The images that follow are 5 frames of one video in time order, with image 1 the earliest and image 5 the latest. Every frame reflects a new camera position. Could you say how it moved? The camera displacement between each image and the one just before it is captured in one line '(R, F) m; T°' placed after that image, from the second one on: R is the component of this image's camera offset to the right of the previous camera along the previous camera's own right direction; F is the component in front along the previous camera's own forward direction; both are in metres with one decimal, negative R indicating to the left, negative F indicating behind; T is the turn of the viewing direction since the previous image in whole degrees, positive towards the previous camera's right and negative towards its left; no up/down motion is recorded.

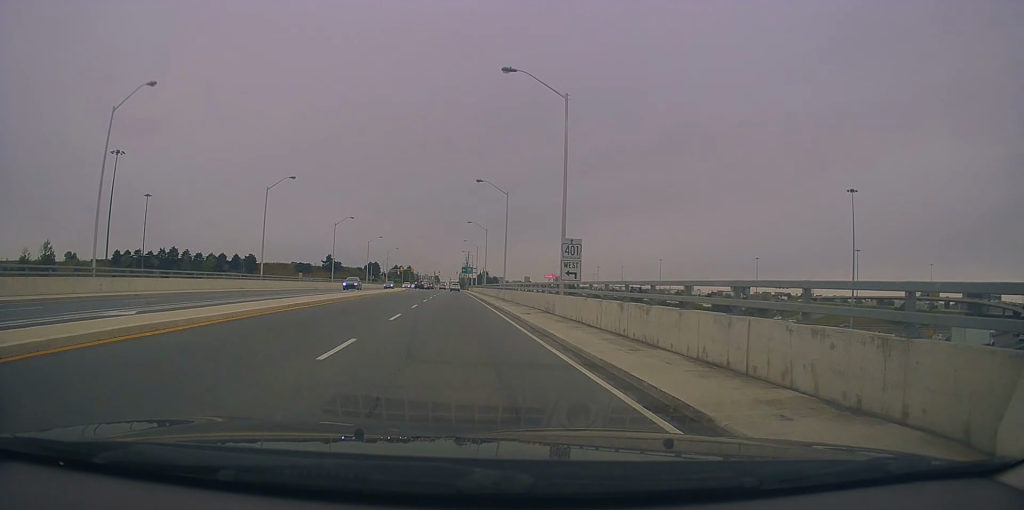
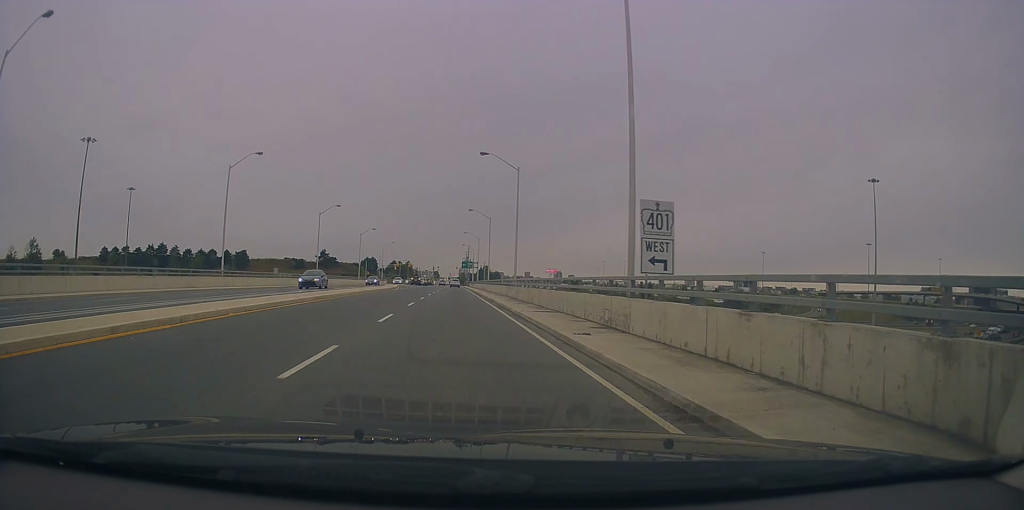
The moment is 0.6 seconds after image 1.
(-0.1, +10.6) m; -1°
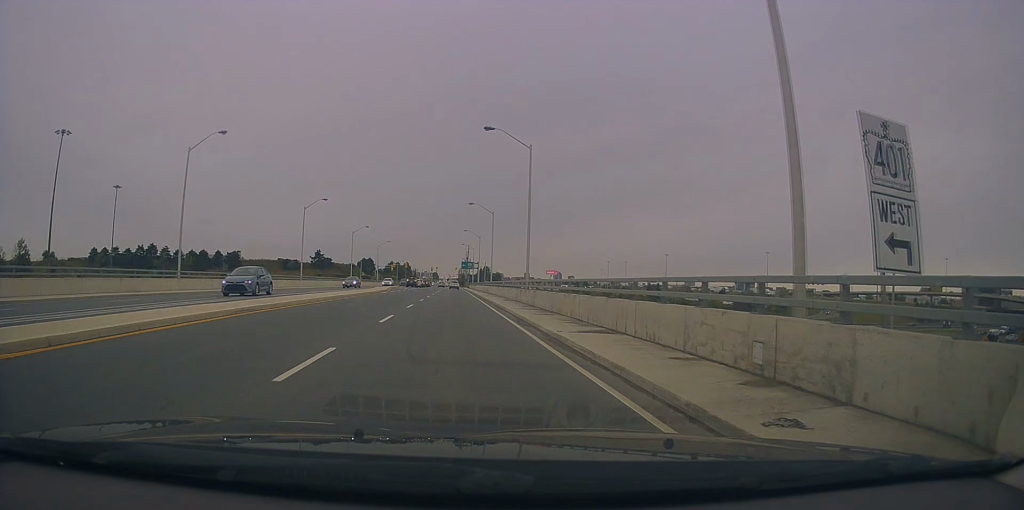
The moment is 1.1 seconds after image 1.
(0.0, +8.4) m; 0°
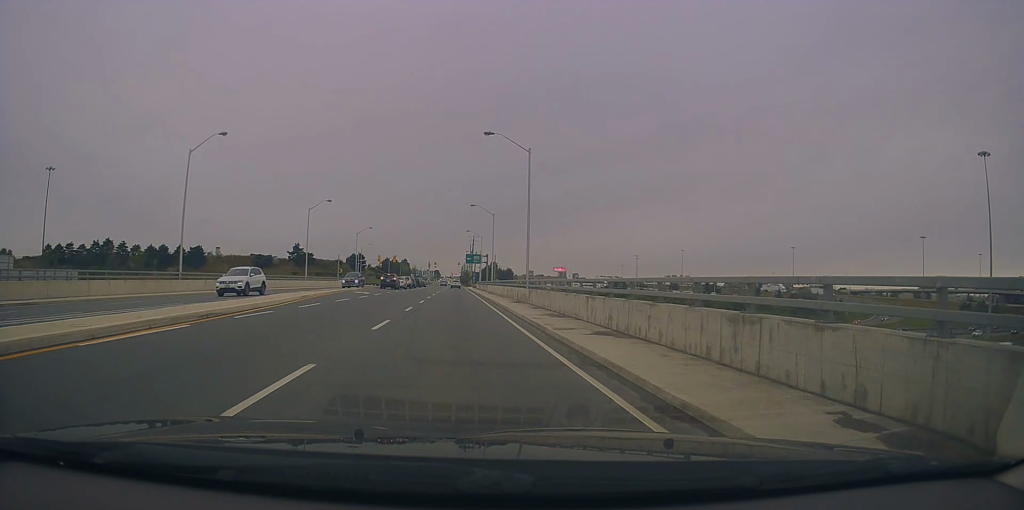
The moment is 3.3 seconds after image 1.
(+0.8, +35.8) m; 0°
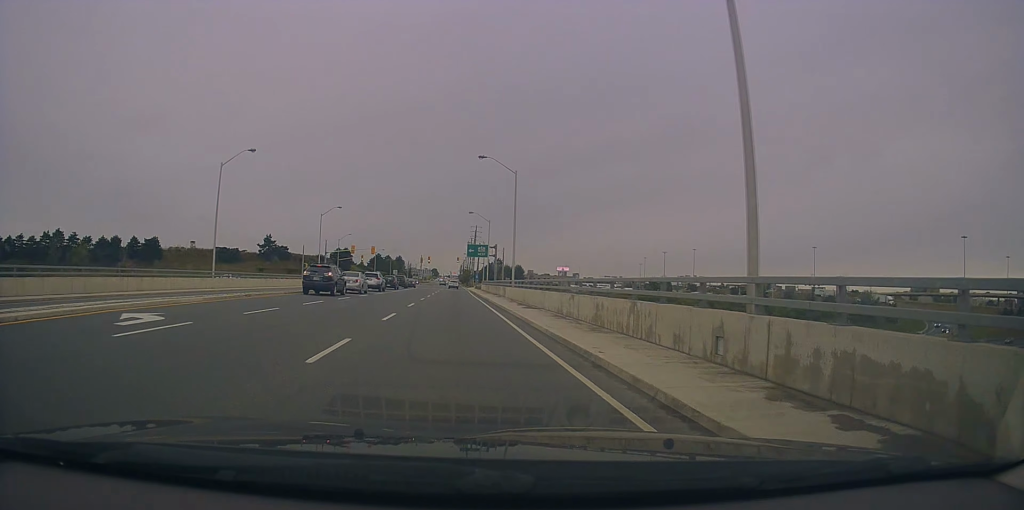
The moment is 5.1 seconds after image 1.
(-0.1, +30.4) m; +1°
